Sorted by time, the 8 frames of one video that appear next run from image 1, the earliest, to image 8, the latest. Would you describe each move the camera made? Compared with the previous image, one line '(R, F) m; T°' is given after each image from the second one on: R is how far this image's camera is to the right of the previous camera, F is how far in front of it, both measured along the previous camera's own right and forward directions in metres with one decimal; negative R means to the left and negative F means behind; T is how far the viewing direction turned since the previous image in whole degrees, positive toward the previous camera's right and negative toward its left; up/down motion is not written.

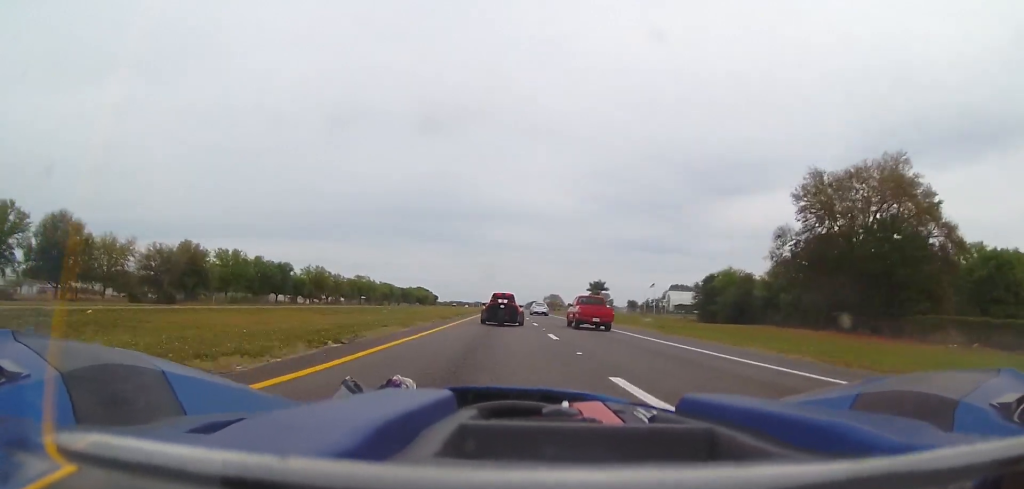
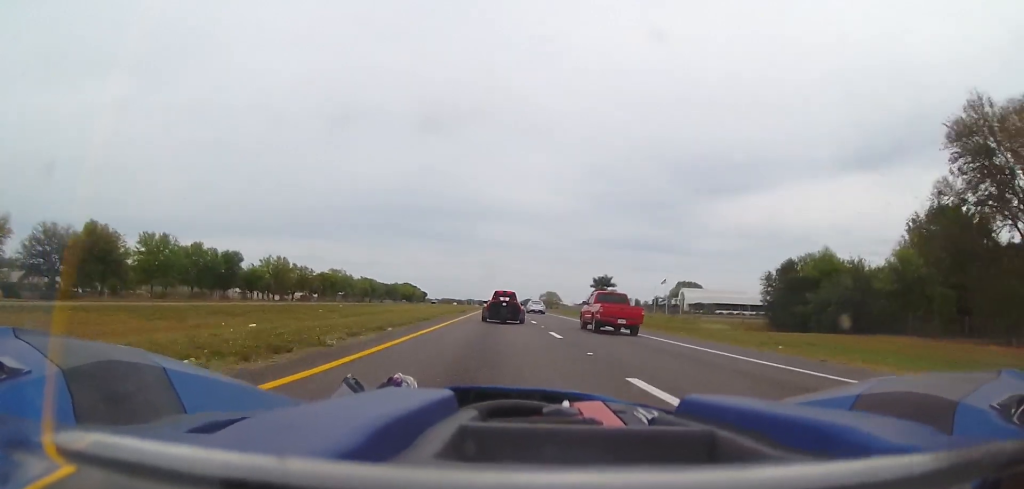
(-0.3, +24.6) m; 0°
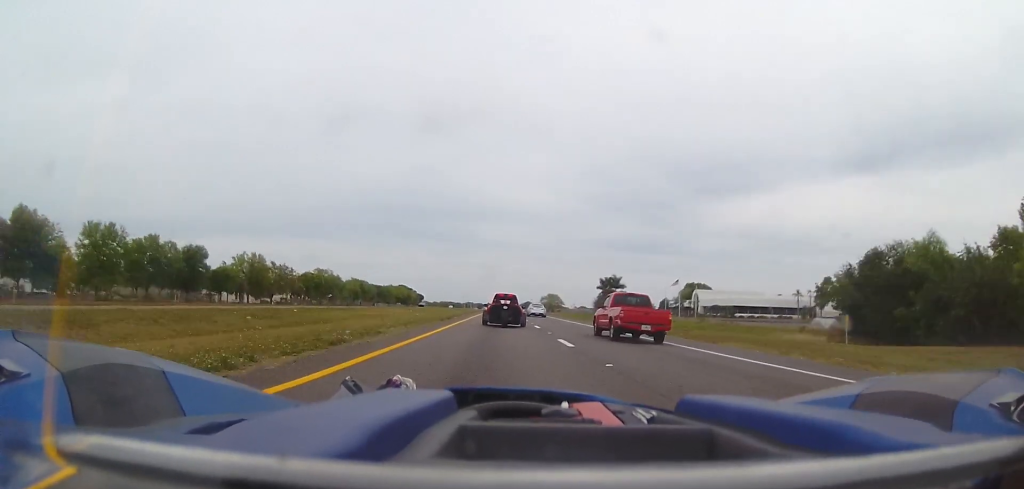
(+0.2, +14.8) m; 0°
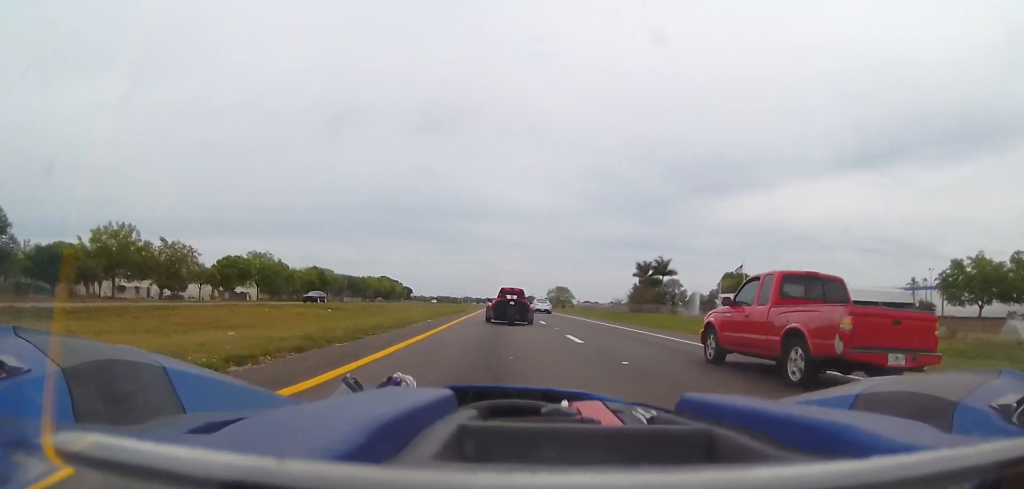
(+0.3, +49.1) m; 0°
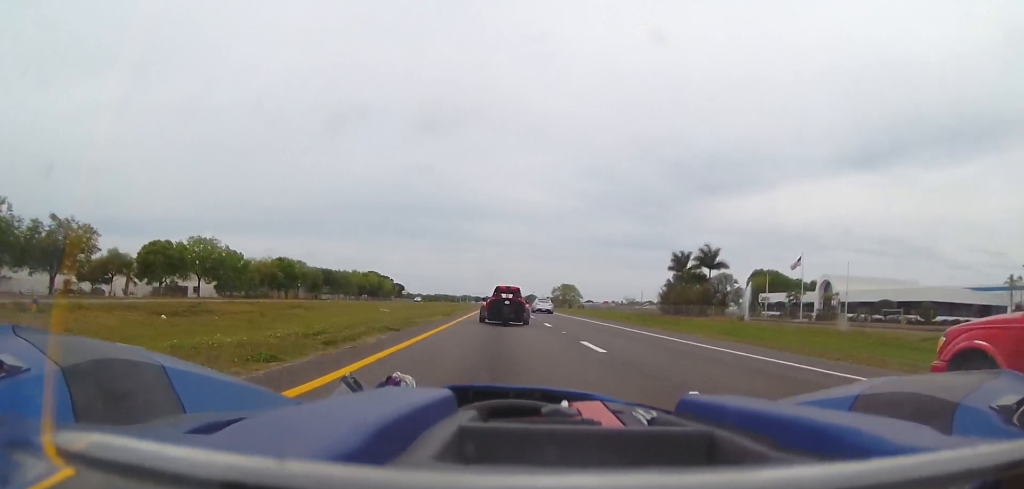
(0.0, +28.0) m; 0°
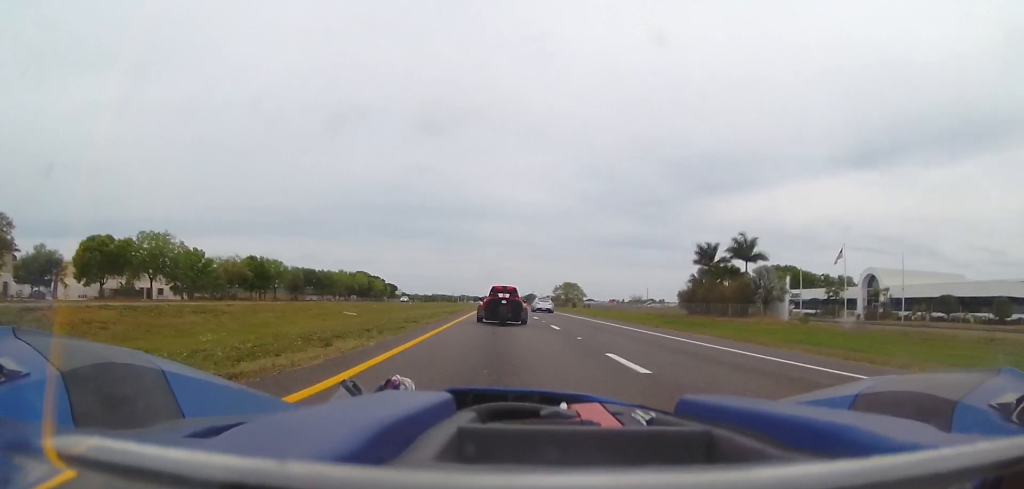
(0.0, +15.6) m; 0°
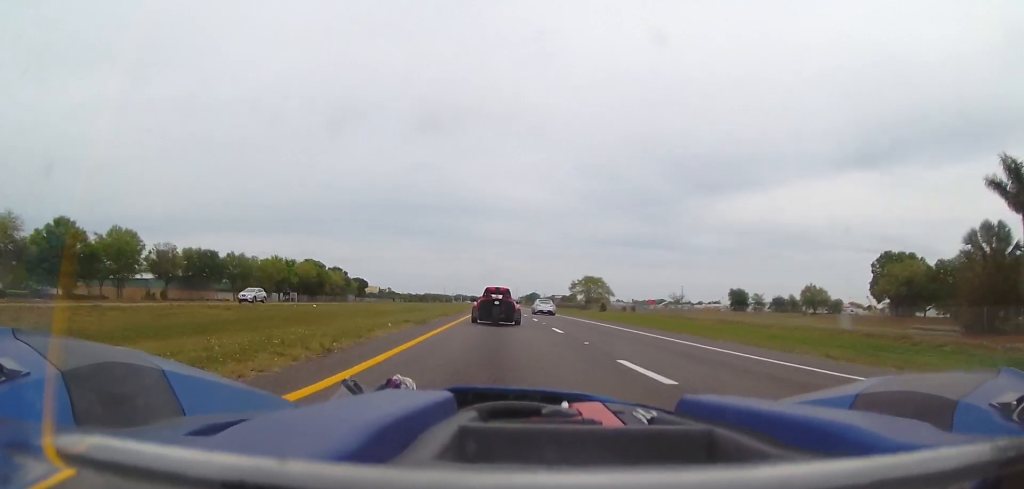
(+0.5, +62.7) m; 0°
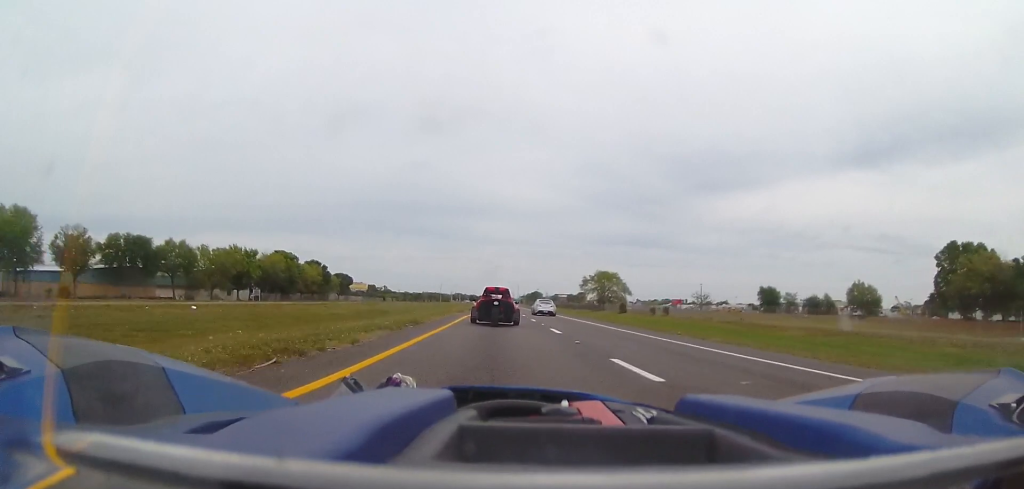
(-0.2, +24.4) m; 0°
